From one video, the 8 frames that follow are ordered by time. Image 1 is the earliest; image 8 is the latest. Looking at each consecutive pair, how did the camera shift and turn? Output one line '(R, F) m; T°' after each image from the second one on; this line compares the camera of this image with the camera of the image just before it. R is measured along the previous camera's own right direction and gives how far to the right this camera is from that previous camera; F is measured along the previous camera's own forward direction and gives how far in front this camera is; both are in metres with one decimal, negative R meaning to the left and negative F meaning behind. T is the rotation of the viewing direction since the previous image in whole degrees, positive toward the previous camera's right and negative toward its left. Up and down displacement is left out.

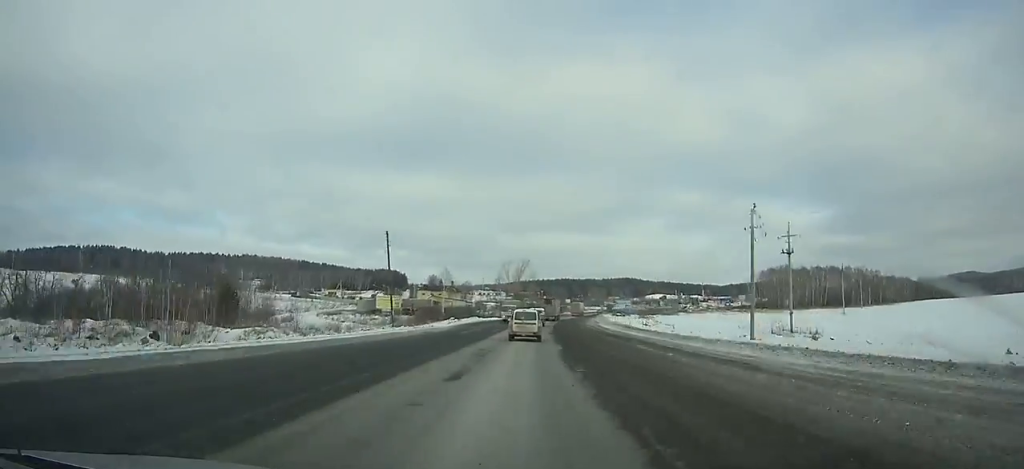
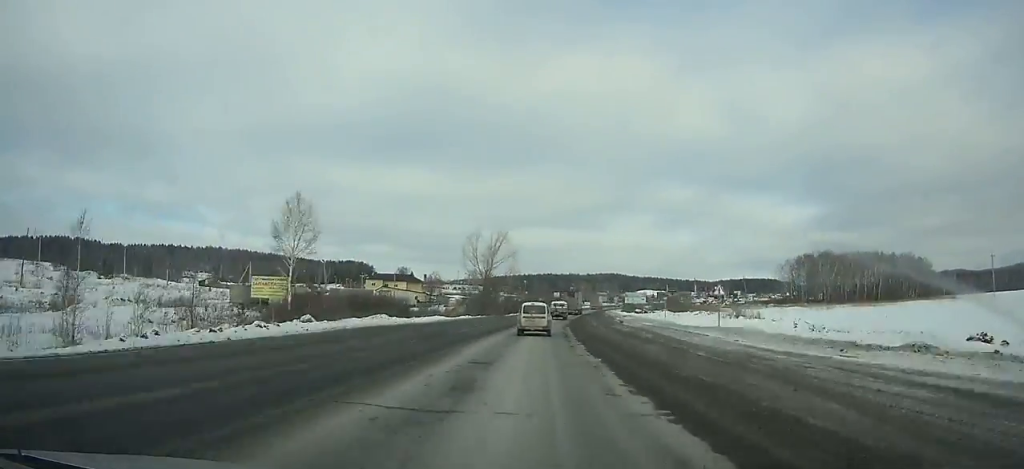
(+0.7, +59.3) m; +3°
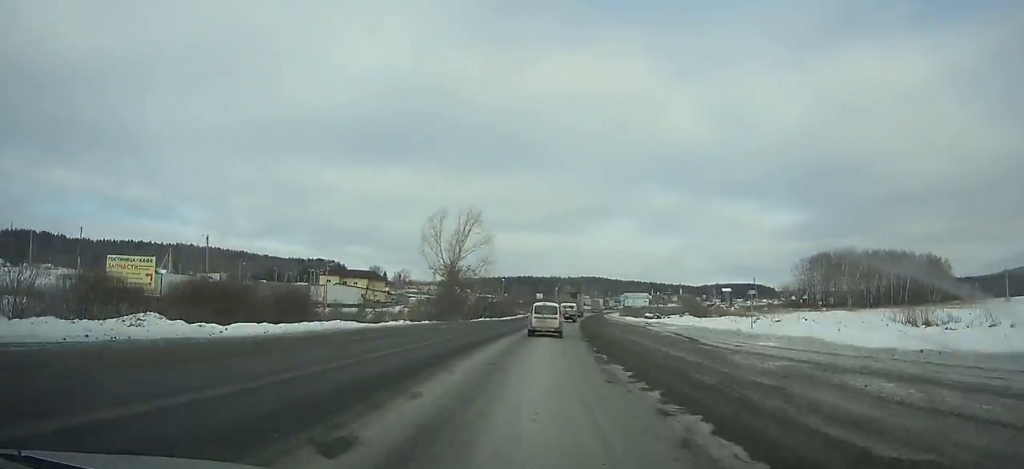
(+0.8, +28.7) m; +2°
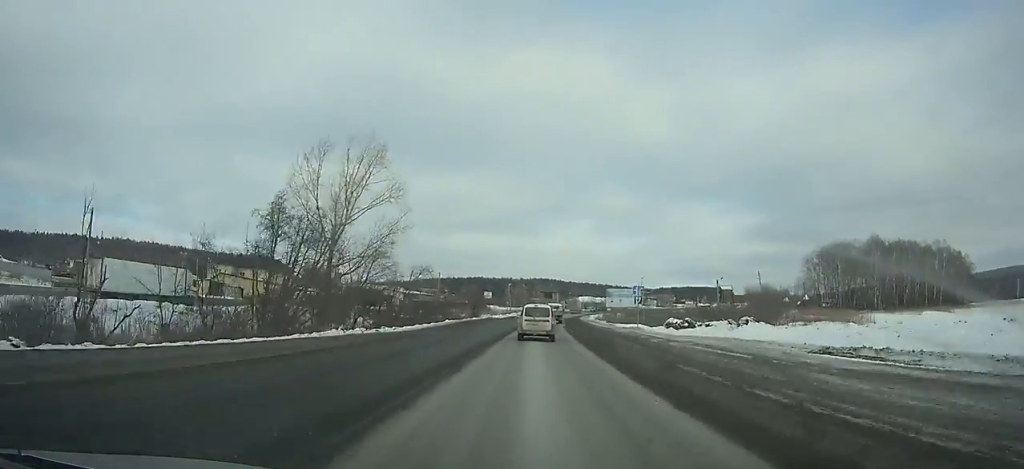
(+0.9, +41.4) m; +3°
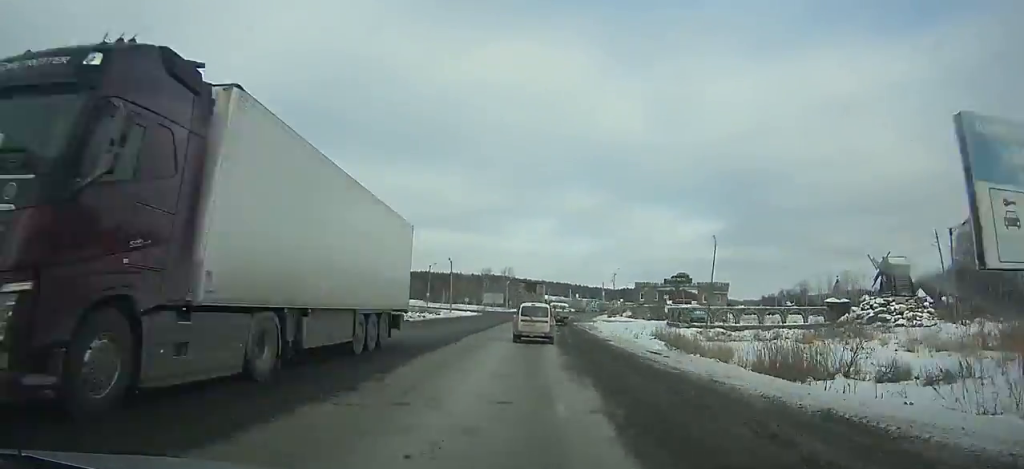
(+4.0, +86.7) m; +5°
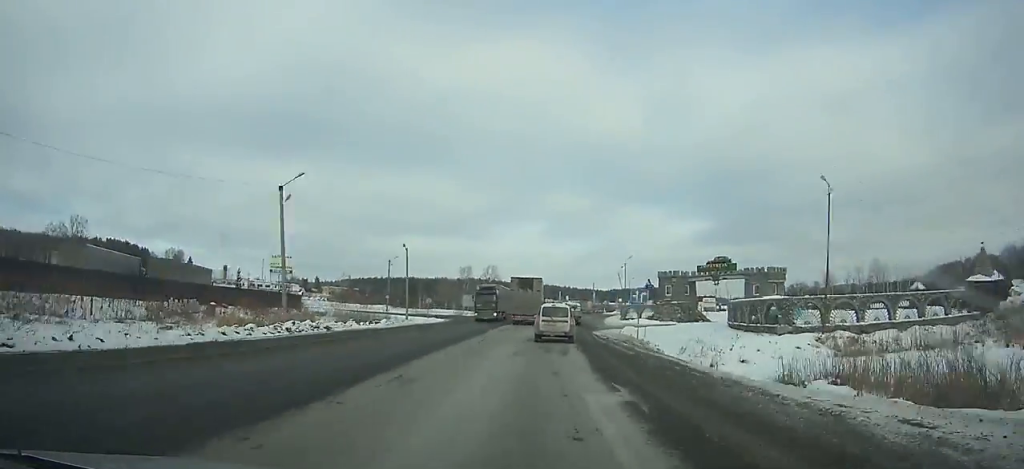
(+0.6, +28.7) m; +2°
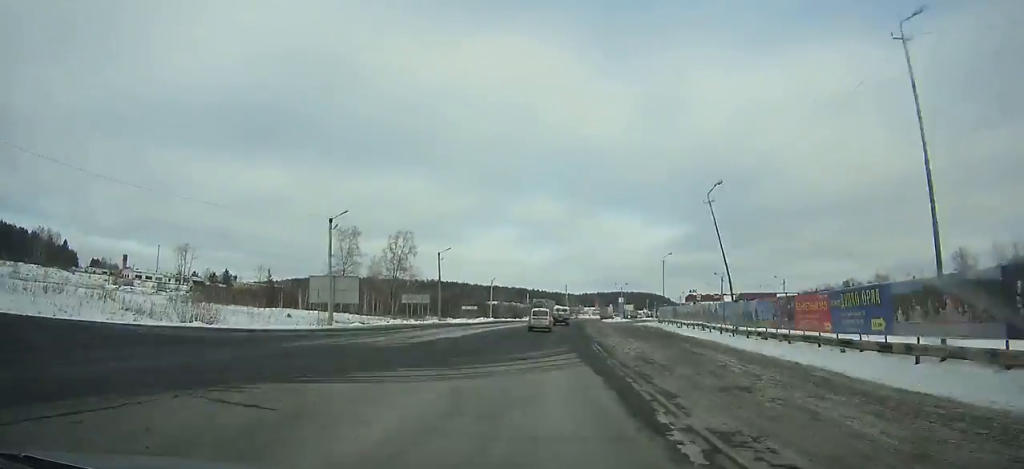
(+3.4, +87.3) m; +4°
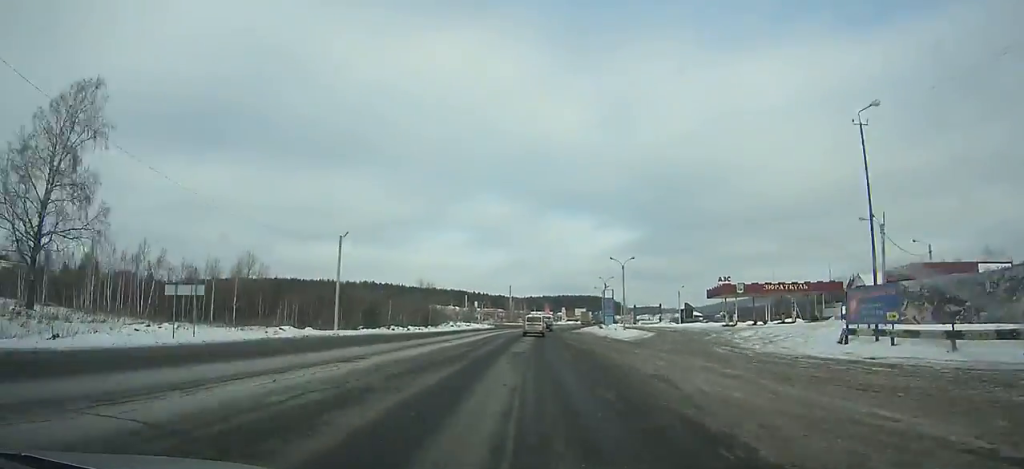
(+2.6, +67.6) m; +4°
